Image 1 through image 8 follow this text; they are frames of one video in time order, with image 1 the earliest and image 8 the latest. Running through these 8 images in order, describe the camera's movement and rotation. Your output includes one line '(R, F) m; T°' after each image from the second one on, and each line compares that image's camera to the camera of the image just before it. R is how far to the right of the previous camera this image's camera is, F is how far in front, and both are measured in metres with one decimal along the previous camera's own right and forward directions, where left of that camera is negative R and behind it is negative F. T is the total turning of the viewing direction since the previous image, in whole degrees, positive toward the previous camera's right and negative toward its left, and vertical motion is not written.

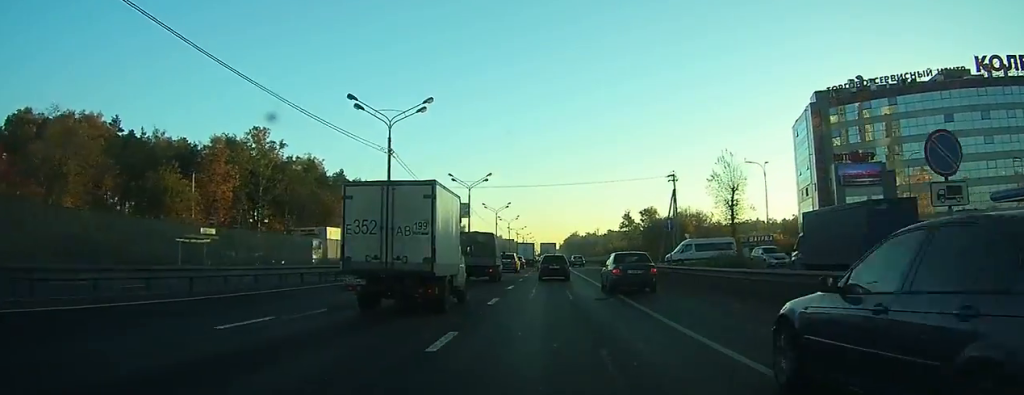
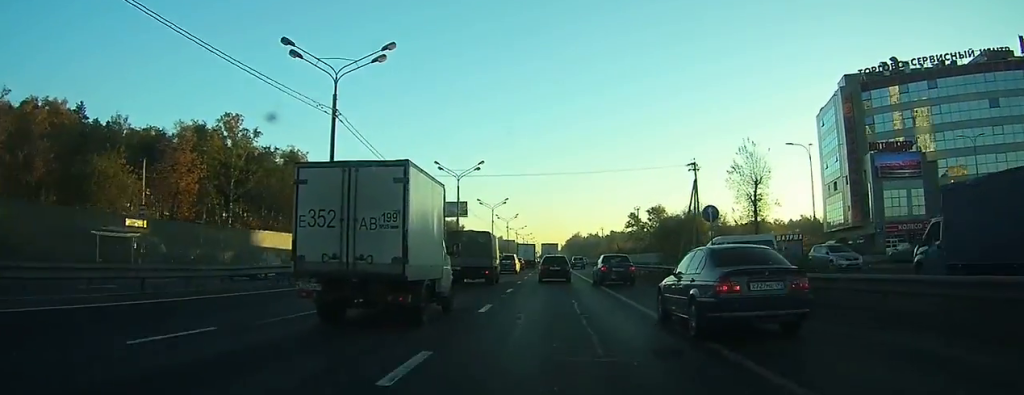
(+0.1, +10.3) m; 0°
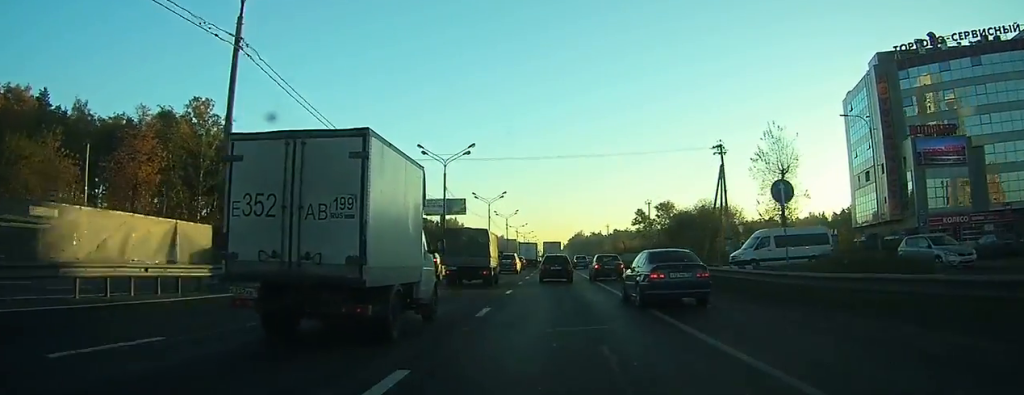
(0.0, +9.2) m; 0°
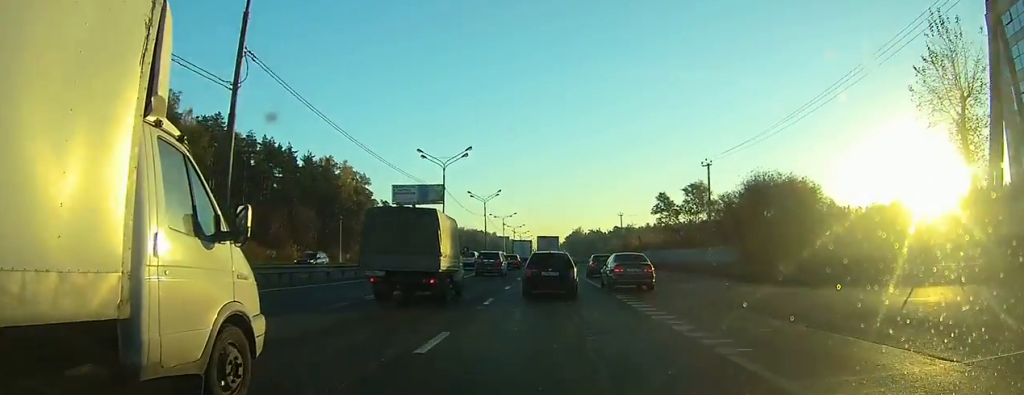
(+0.3, +36.0) m; +1°
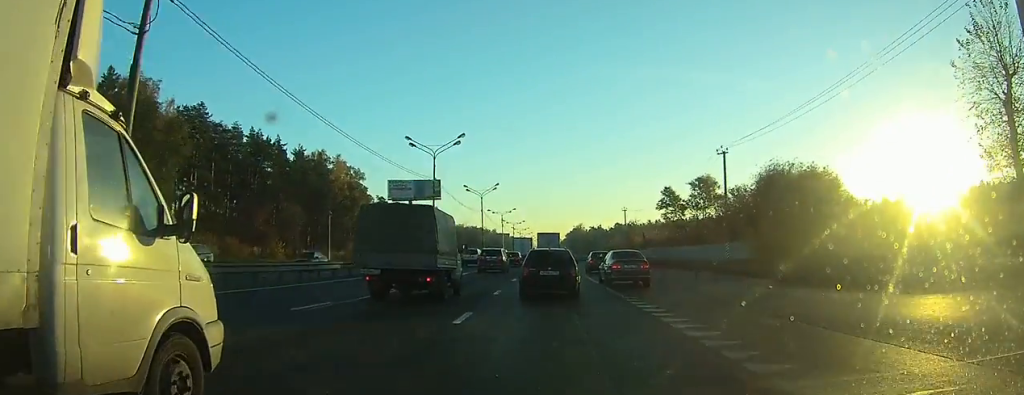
(0.0, +5.3) m; 0°
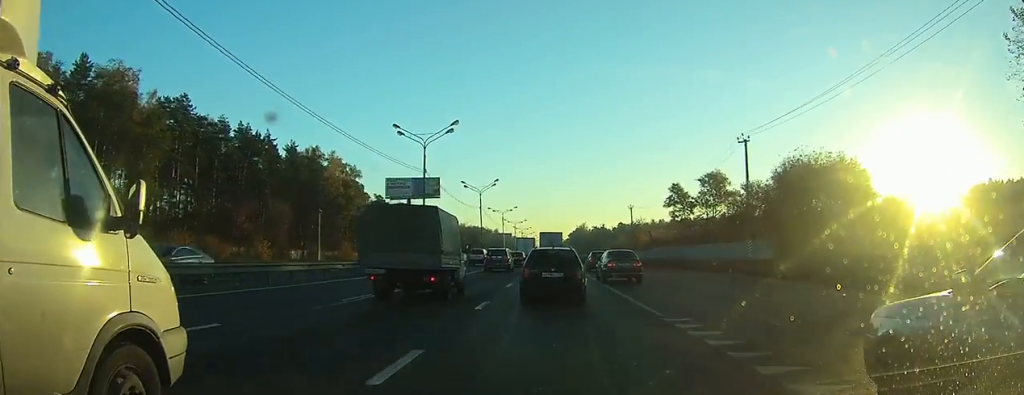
(0.0, +5.3) m; 0°
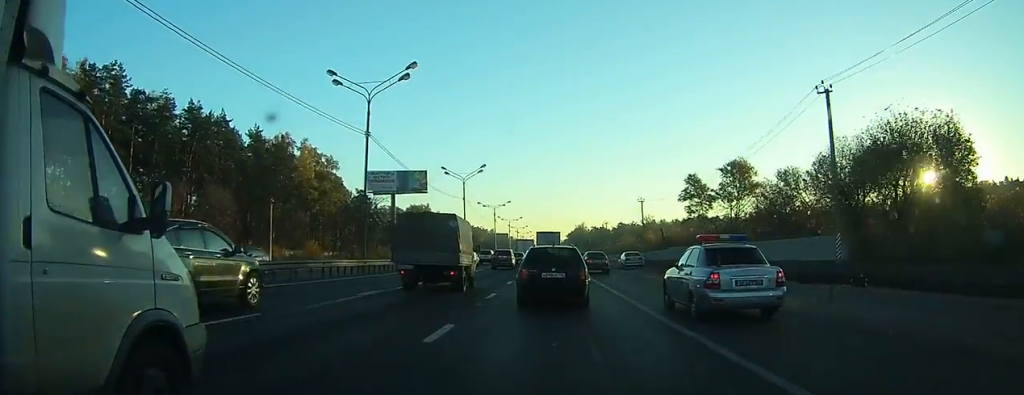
(-0.1, +14.2) m; -2°
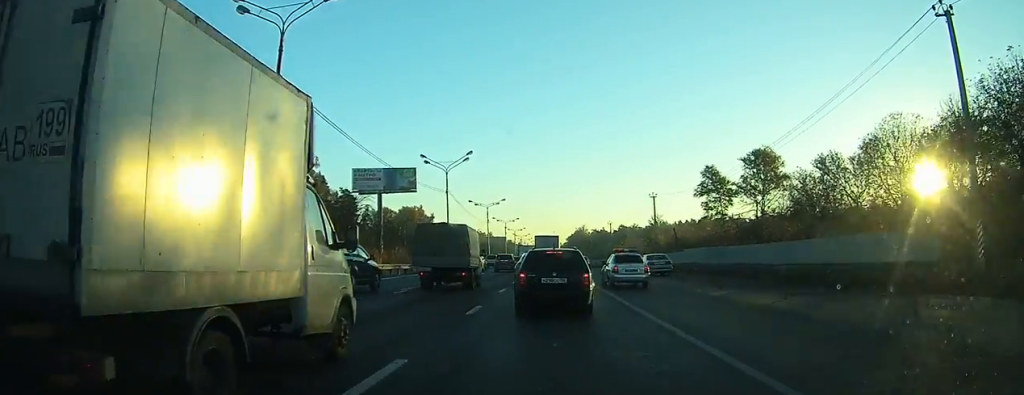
(-0.2, +10.7) m; -2°
